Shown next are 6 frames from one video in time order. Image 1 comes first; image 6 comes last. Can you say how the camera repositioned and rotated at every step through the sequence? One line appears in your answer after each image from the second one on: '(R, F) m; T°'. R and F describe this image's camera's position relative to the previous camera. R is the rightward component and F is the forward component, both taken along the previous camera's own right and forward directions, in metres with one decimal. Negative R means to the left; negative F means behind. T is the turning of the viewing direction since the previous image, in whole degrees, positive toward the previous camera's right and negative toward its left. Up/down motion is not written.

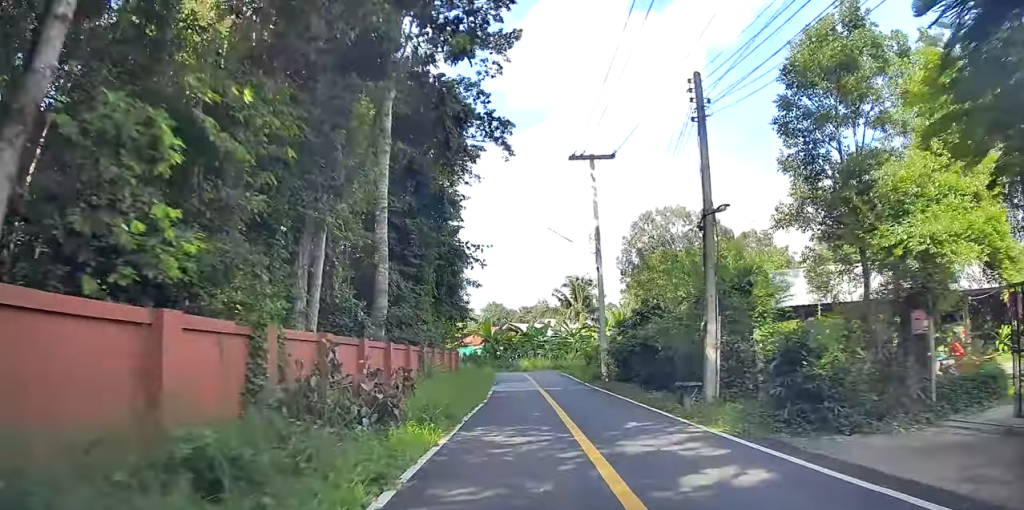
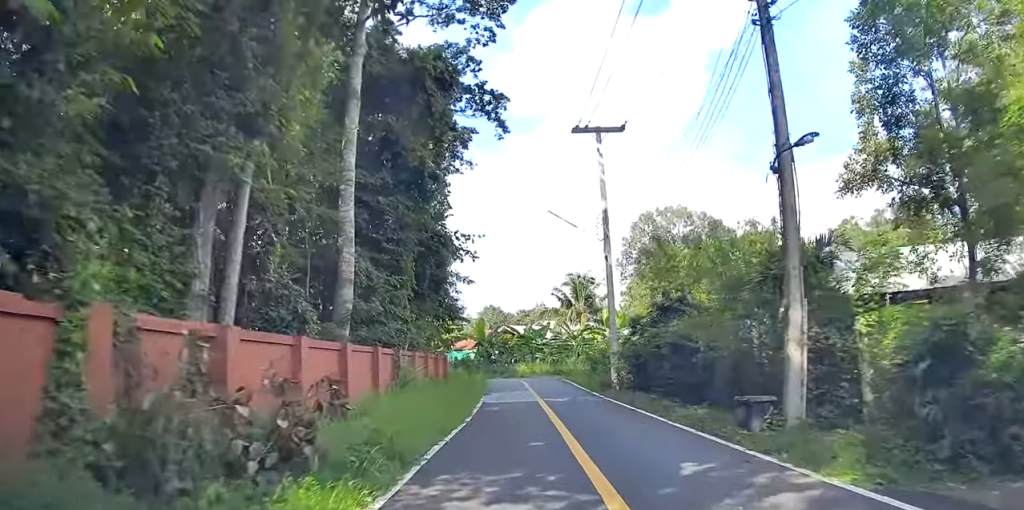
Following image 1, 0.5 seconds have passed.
(0.0, +4.8) m; 0°
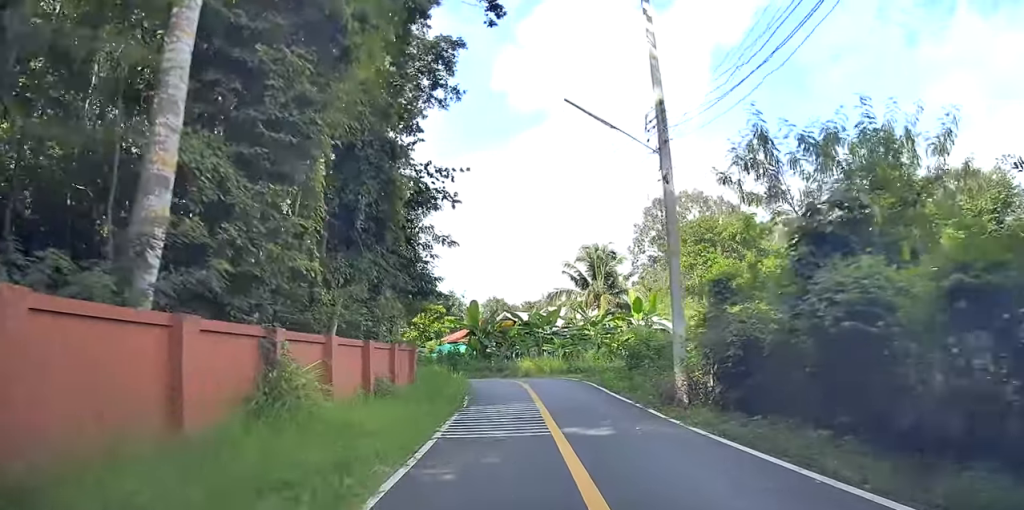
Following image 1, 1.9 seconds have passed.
(-0.3, +12.4) m; -5°
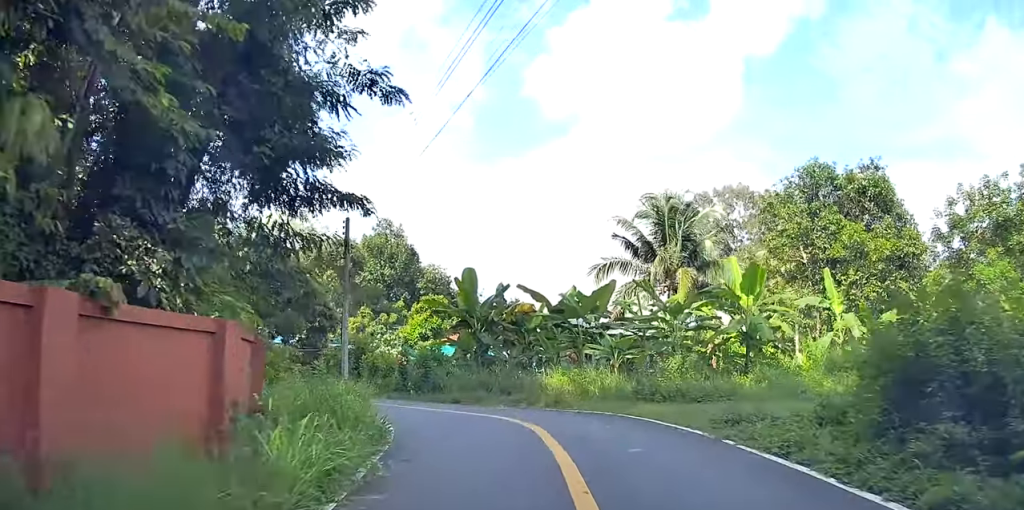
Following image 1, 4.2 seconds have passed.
(-1.7, +21.2) m; -2°
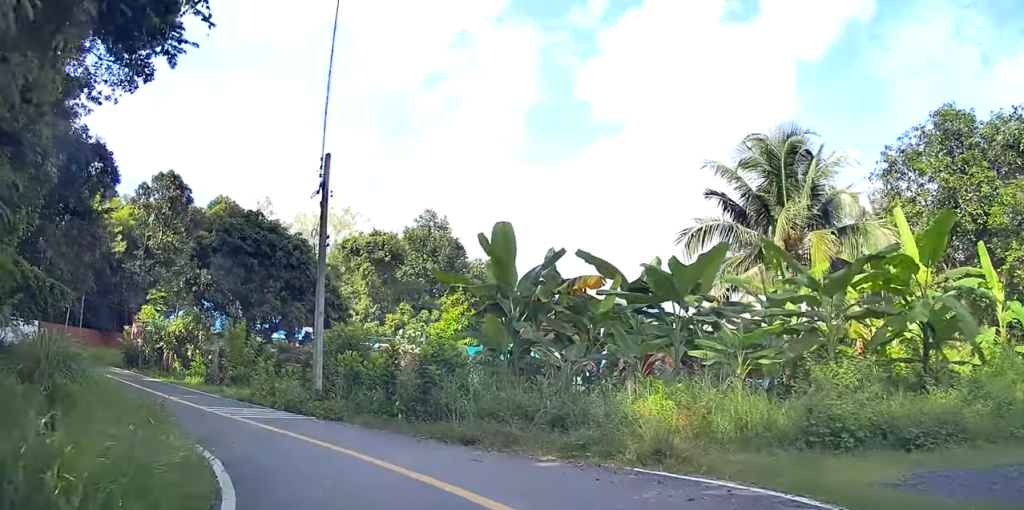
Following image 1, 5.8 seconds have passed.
(+0.5, +13.4) m; 0°
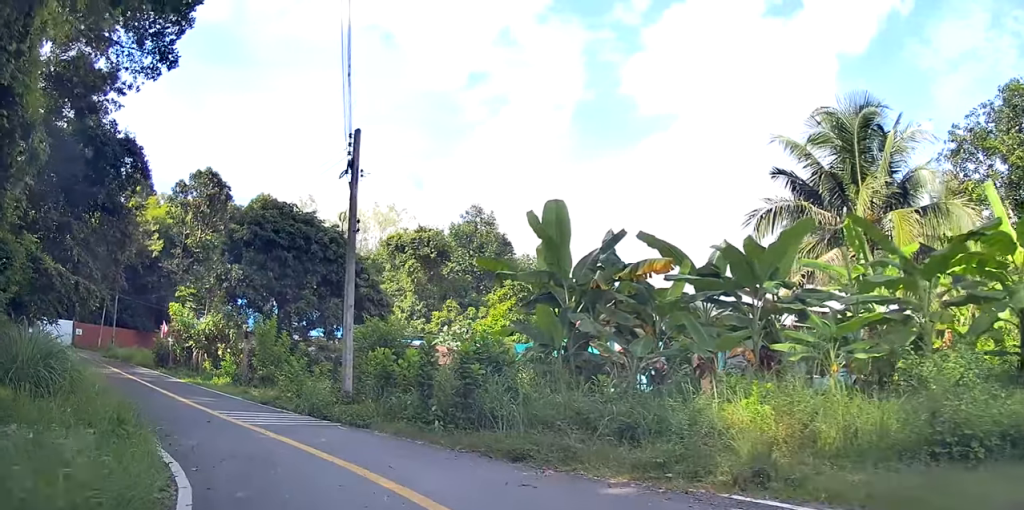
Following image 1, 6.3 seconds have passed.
(-0.3, +3.4) m; -1°
